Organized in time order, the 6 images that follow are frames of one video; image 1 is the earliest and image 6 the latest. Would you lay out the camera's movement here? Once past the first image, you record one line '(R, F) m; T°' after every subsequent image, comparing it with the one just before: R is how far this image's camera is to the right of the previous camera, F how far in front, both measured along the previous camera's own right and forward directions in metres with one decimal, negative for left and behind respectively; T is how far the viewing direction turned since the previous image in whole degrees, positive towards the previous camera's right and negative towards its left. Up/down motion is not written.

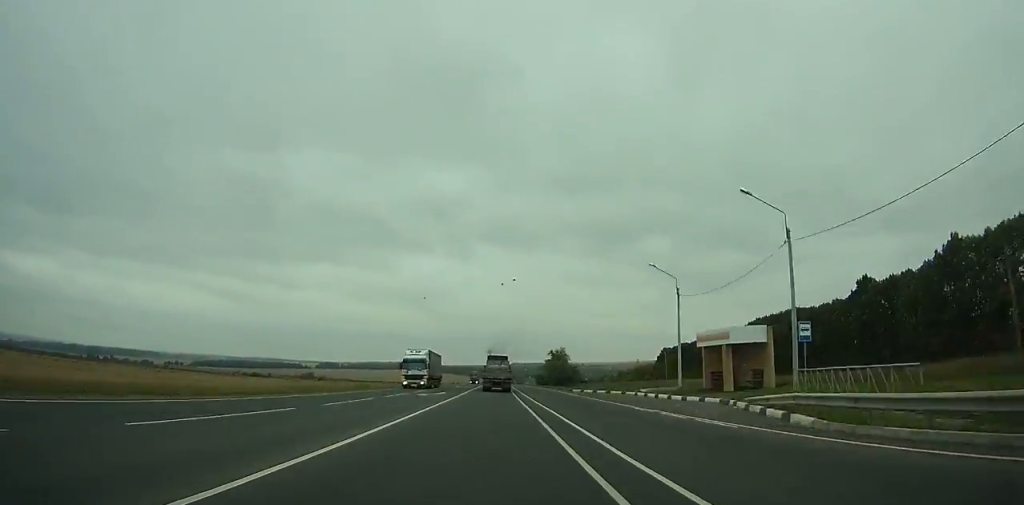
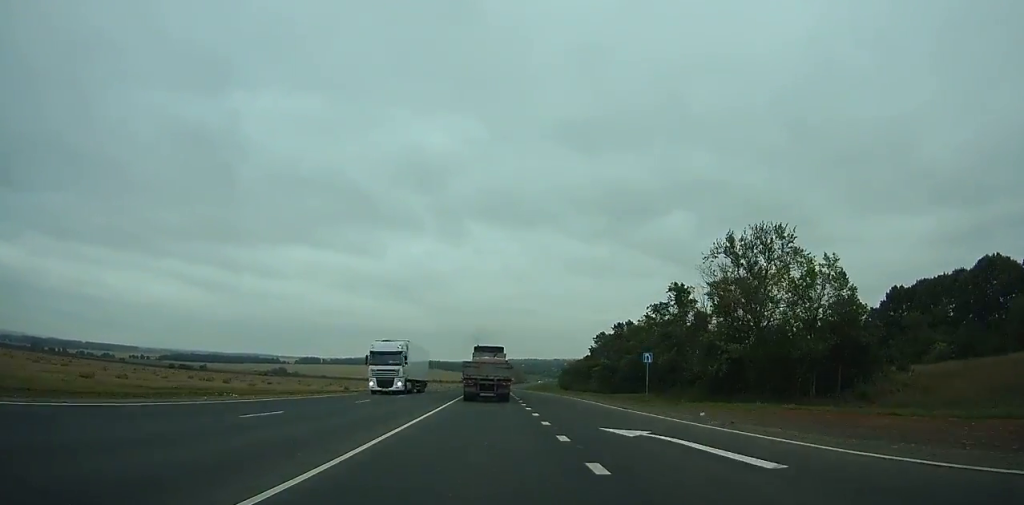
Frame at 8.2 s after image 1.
(+1.0, +183.5) m; 0°
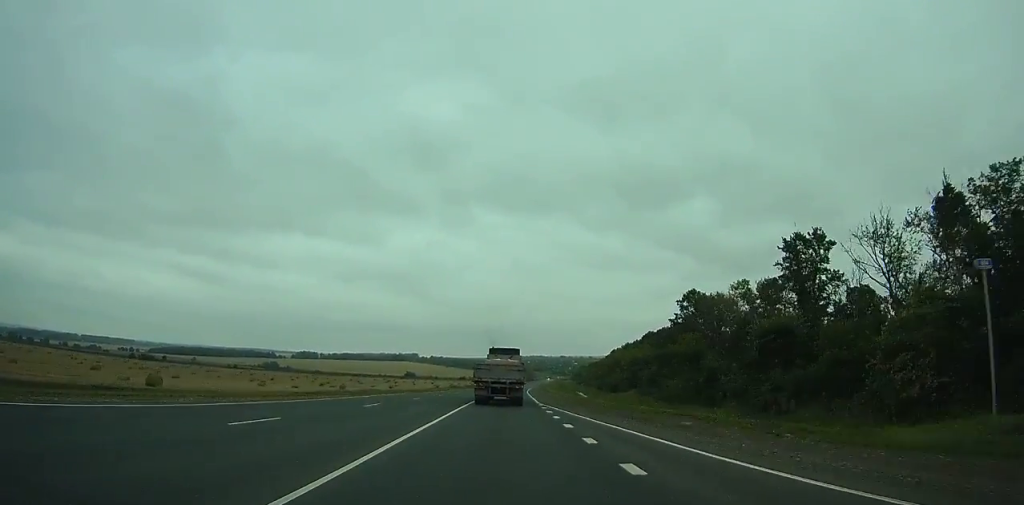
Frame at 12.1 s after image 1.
(-0.1, +85.1) m; +1°
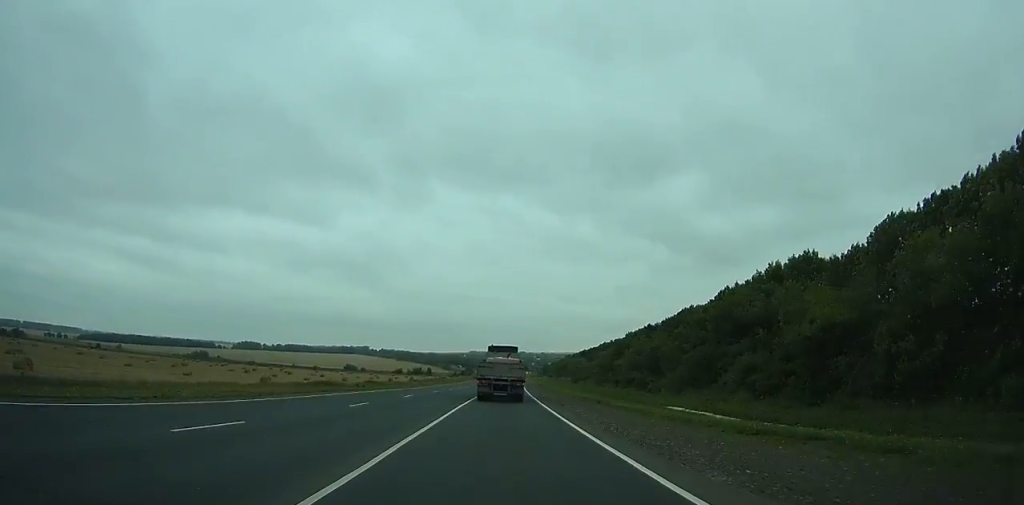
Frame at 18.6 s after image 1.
(+4.2, +145.0) m; +4°
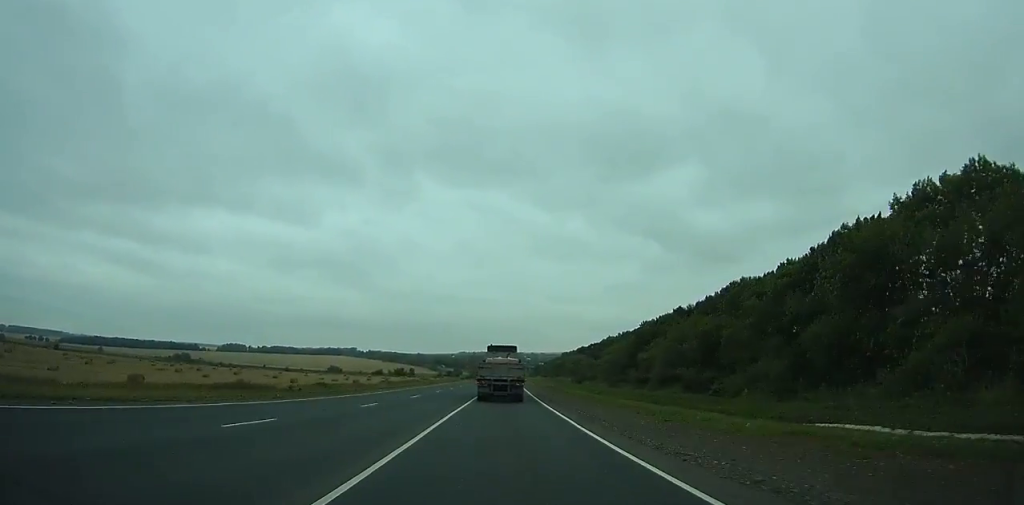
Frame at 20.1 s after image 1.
(+0.3, +34.4) m; +1°
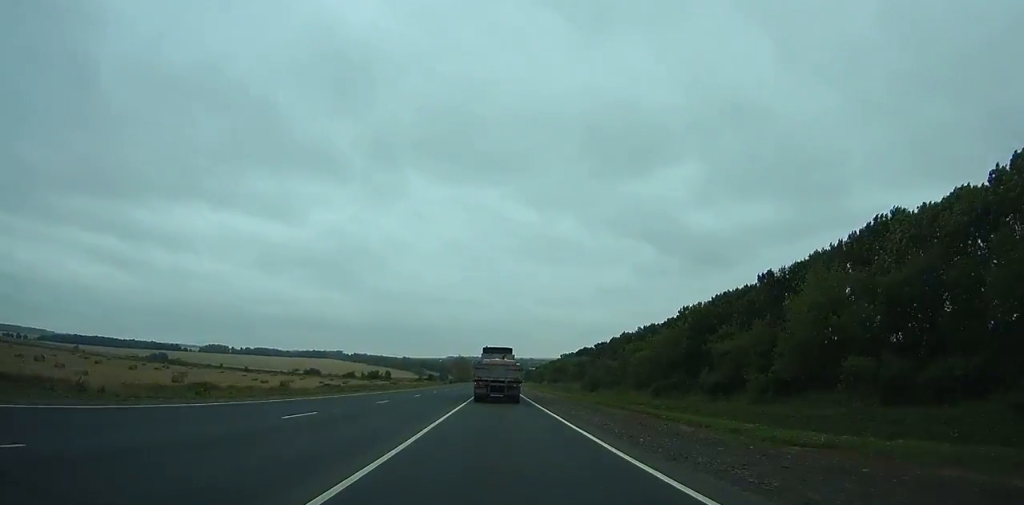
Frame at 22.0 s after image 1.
(+0.3, +43.9) m; +1°
